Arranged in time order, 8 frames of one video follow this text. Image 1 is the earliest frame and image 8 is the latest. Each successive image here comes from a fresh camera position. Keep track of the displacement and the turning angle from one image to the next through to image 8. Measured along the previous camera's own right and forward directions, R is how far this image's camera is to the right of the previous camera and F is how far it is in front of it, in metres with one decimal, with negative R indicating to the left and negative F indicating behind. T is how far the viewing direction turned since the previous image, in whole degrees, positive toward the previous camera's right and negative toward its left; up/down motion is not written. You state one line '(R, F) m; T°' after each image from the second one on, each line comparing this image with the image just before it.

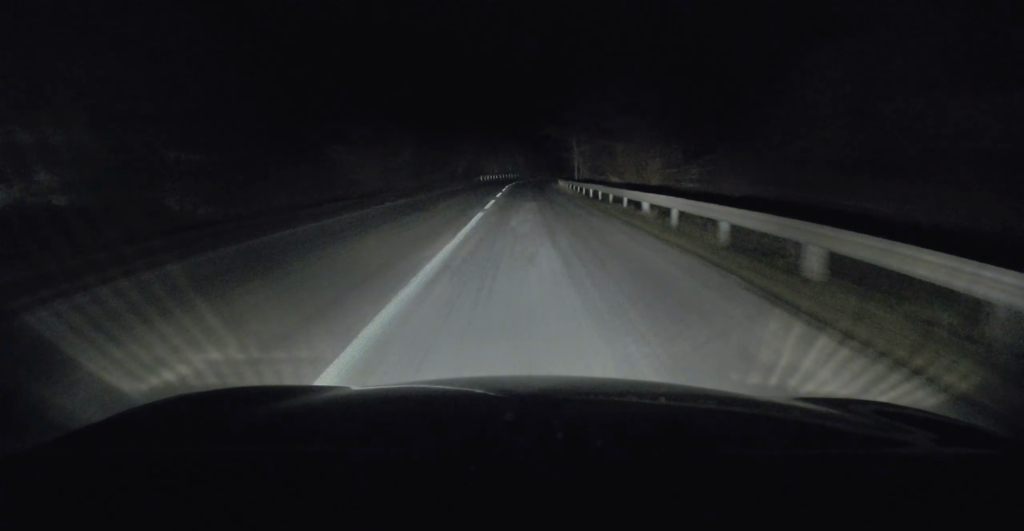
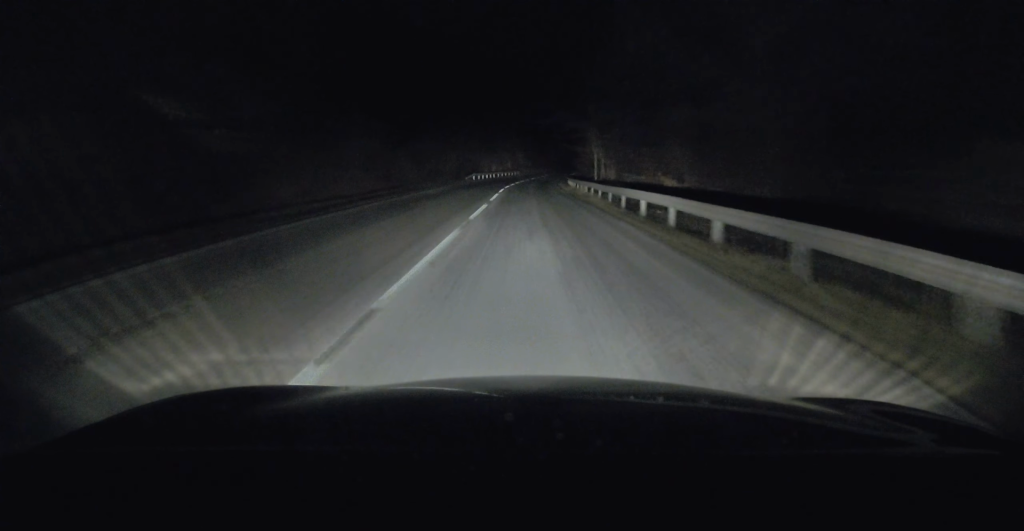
(+0.3, +15.2) m; 0°
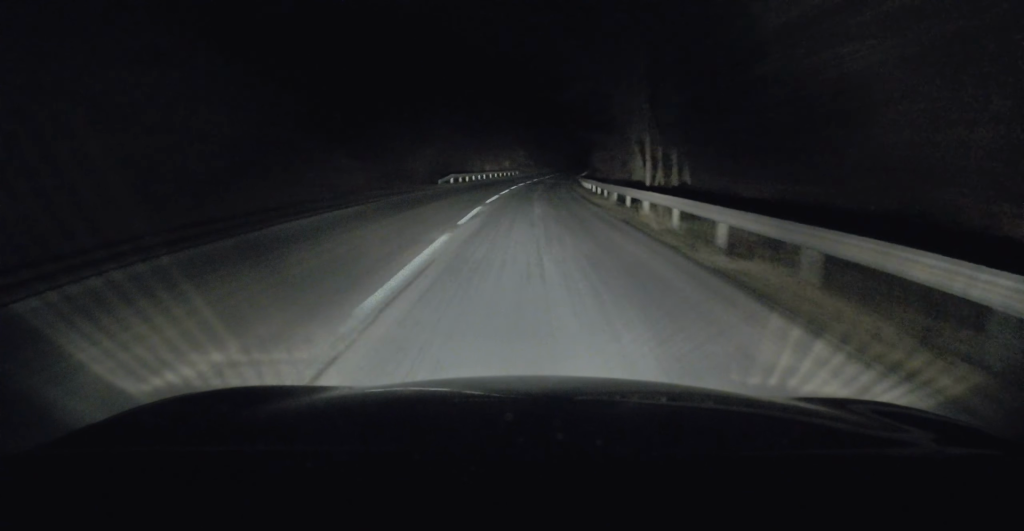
(-0.1, +19.6) m; 0°
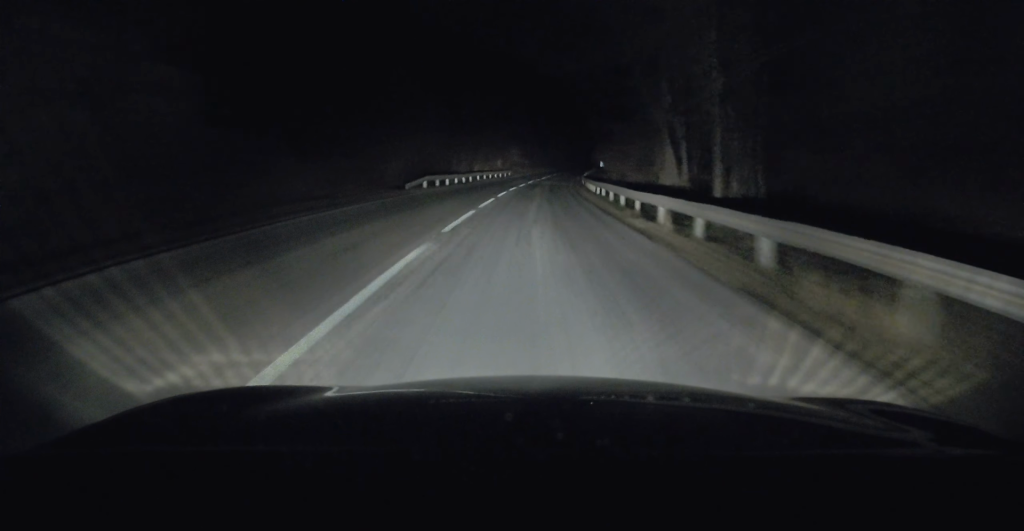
(-0.1, +10.2) m; 0°
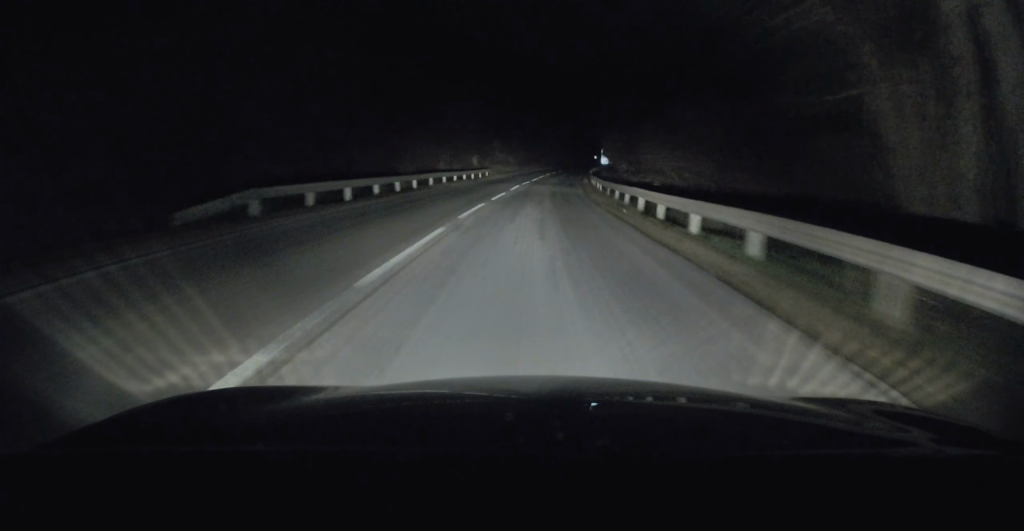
(+0.2, +22.7) m; +2°
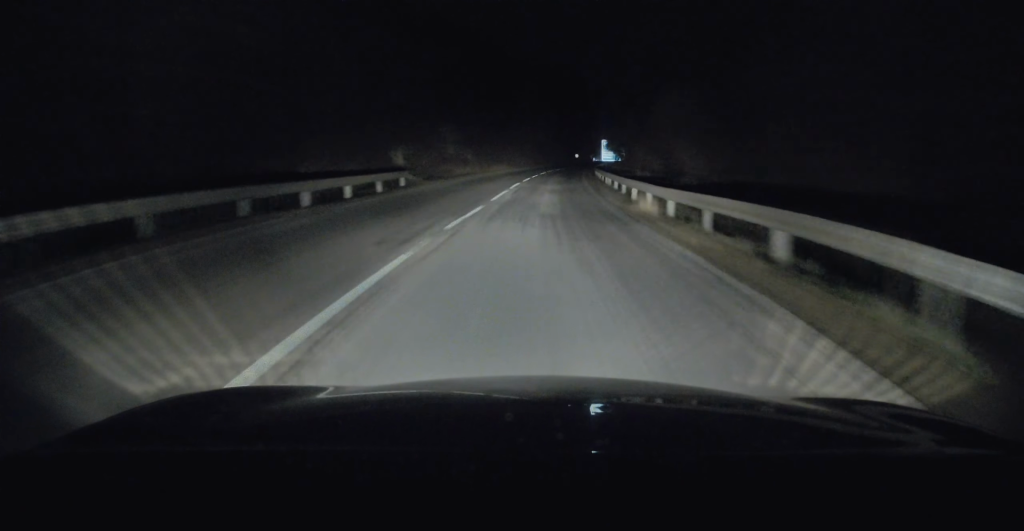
(+1.1, +31.3) m; +3°
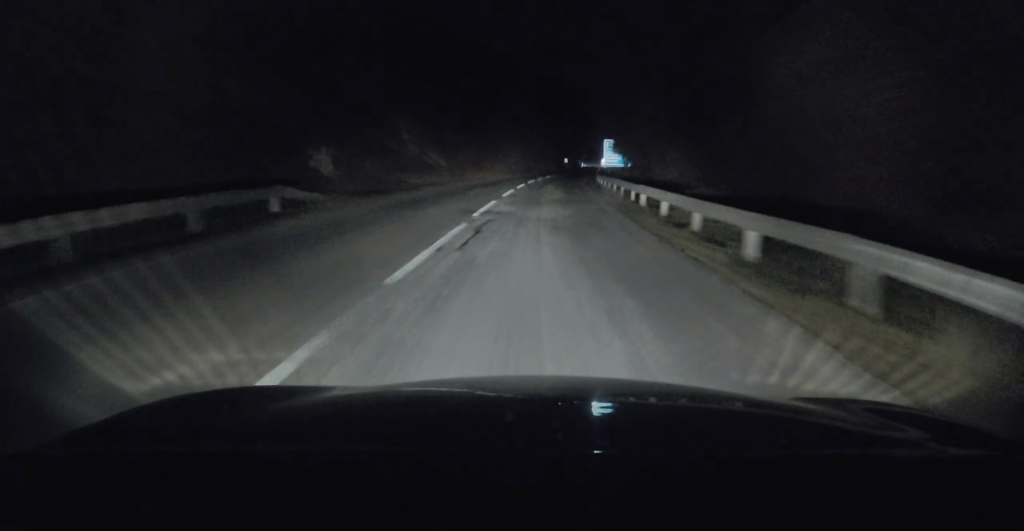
(+0.1, +13.6) m; +1°
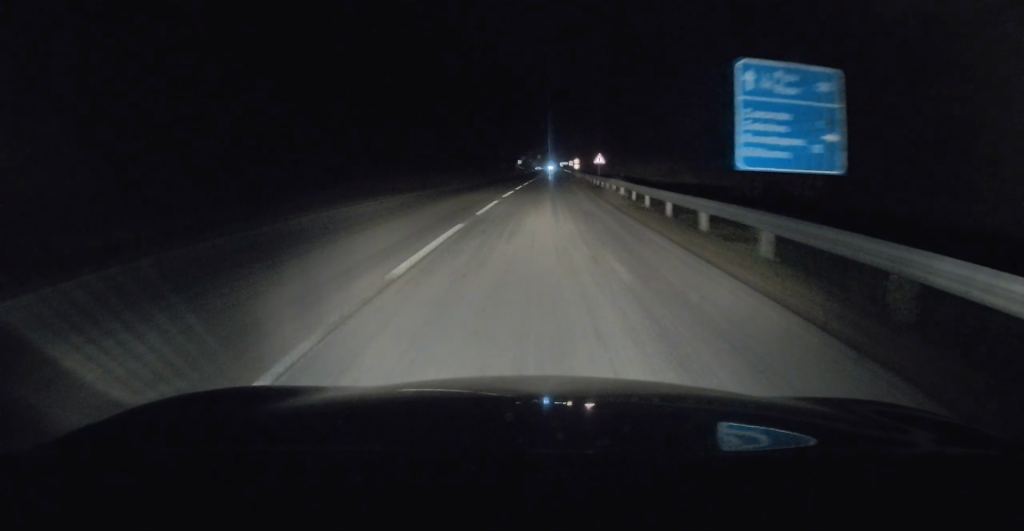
(+1.3, +44.9) m; +3°
